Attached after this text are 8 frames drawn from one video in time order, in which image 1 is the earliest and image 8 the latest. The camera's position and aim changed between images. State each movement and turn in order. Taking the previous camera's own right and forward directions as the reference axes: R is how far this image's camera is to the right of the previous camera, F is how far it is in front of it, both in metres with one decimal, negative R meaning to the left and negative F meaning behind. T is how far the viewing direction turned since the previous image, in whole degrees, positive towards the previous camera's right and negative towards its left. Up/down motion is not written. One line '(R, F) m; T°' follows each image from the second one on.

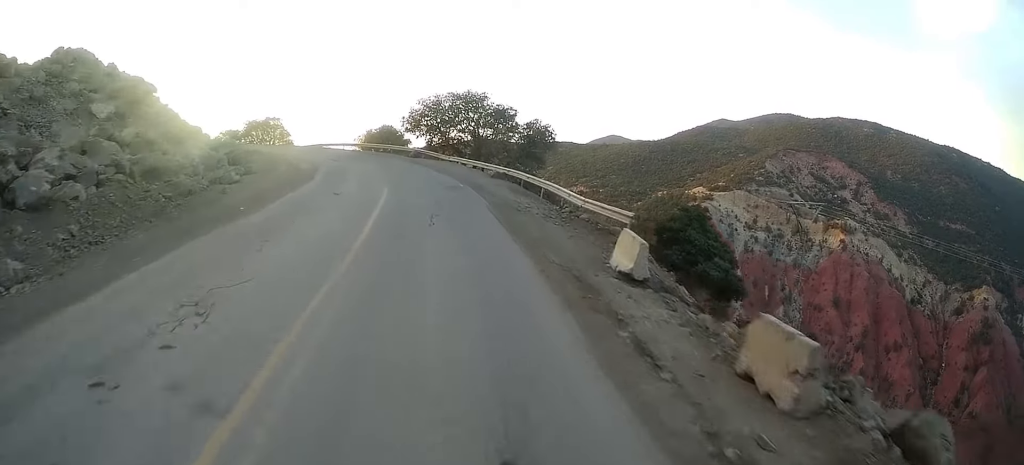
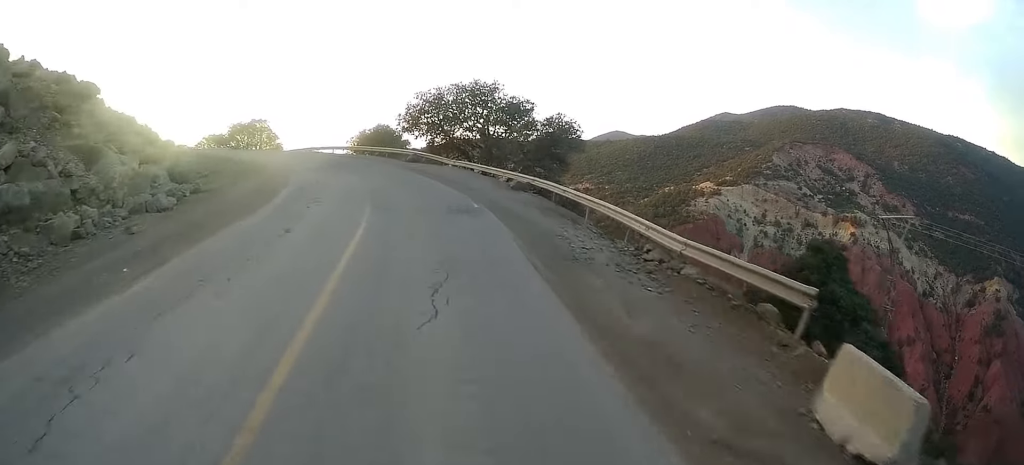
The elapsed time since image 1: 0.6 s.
(-0.1, +7.4) m; -1°
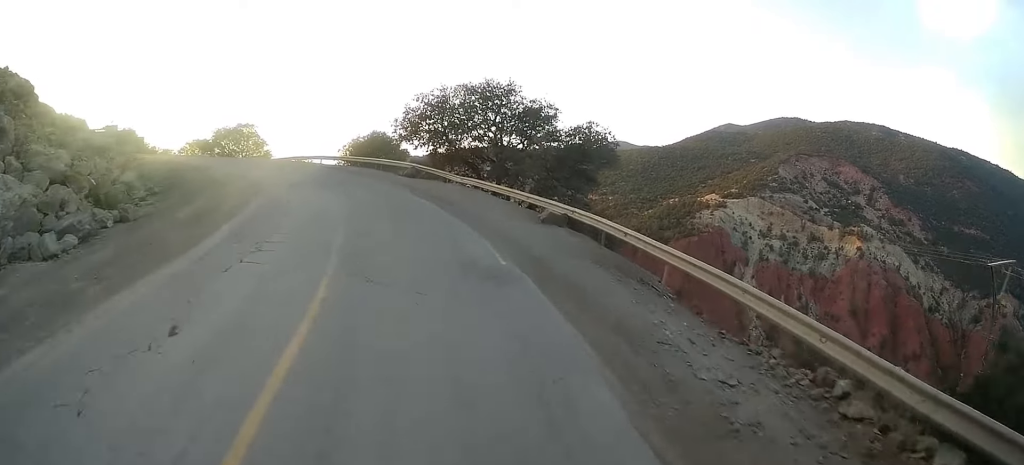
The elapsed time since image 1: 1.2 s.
(0.0, +6.3) m; -2°
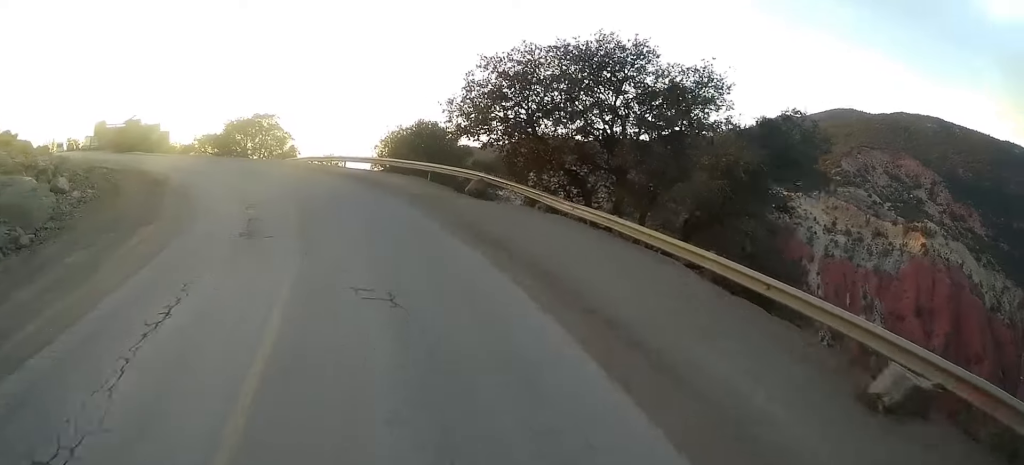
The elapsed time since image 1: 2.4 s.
(-0.6, +13.2) m; -6°
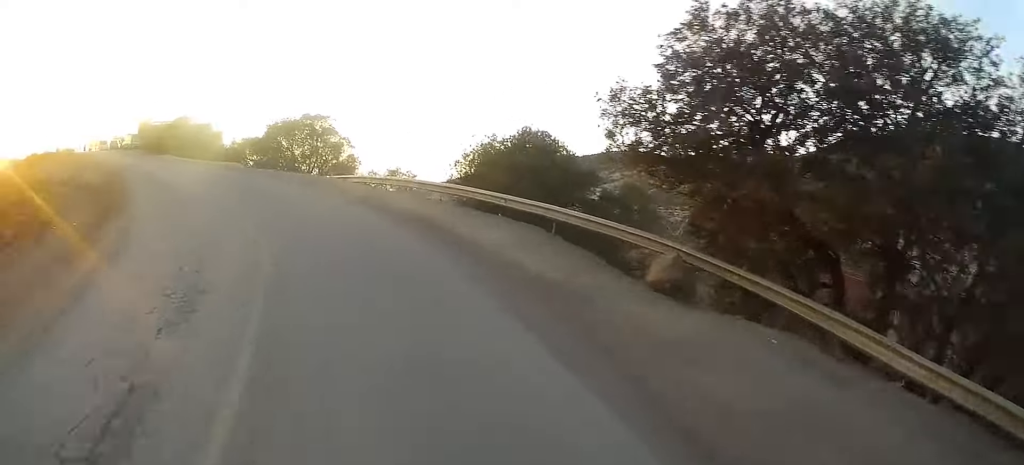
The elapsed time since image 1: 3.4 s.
(-0.5, +10.9) m; -8°
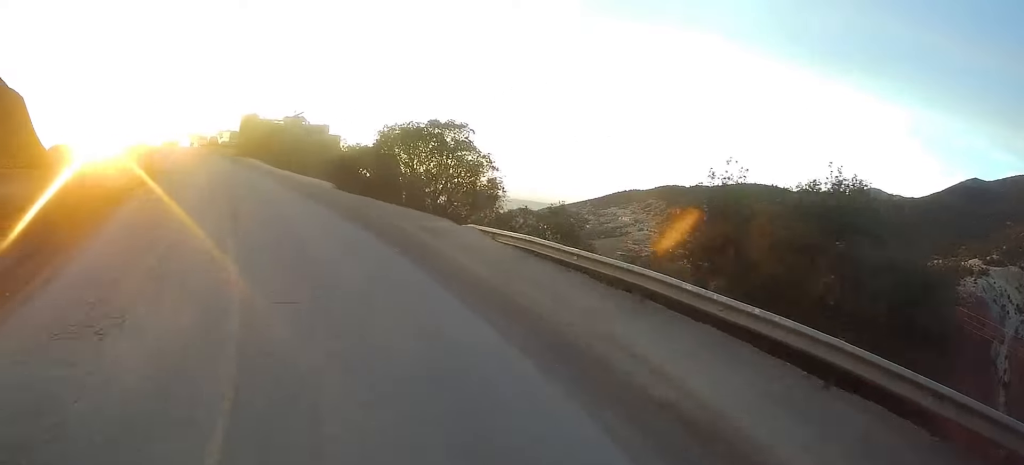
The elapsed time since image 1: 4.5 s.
(-1.2, +12.0) m; -13°
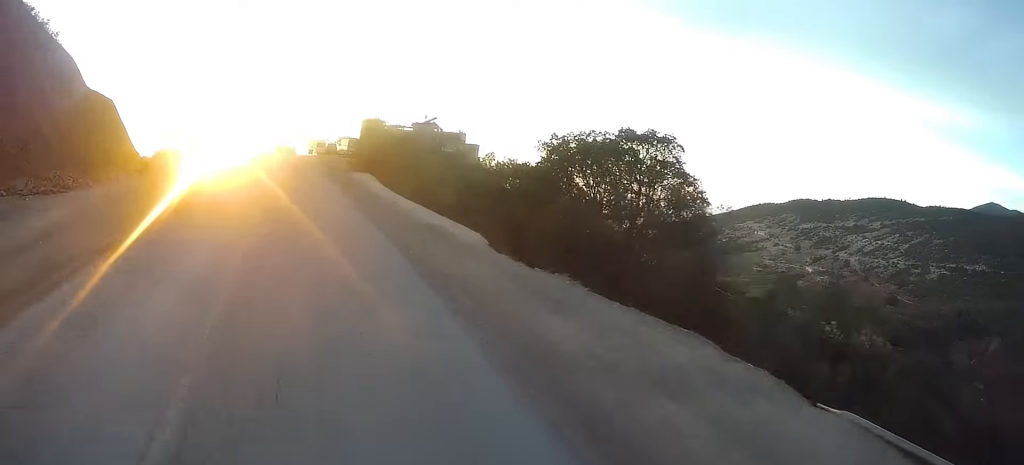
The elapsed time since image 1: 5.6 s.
(-1.3, +11.4) m; -11°
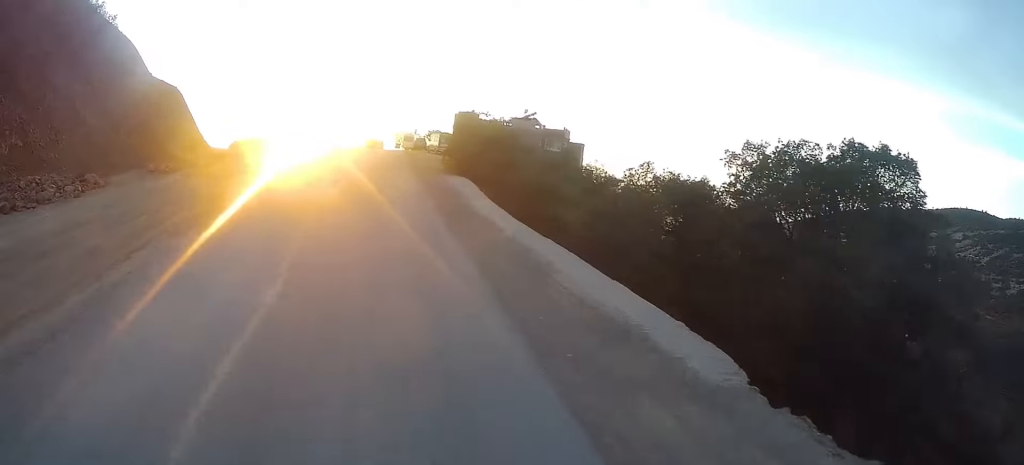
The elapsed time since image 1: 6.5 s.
(-0.5, +8.4) m; -3°
